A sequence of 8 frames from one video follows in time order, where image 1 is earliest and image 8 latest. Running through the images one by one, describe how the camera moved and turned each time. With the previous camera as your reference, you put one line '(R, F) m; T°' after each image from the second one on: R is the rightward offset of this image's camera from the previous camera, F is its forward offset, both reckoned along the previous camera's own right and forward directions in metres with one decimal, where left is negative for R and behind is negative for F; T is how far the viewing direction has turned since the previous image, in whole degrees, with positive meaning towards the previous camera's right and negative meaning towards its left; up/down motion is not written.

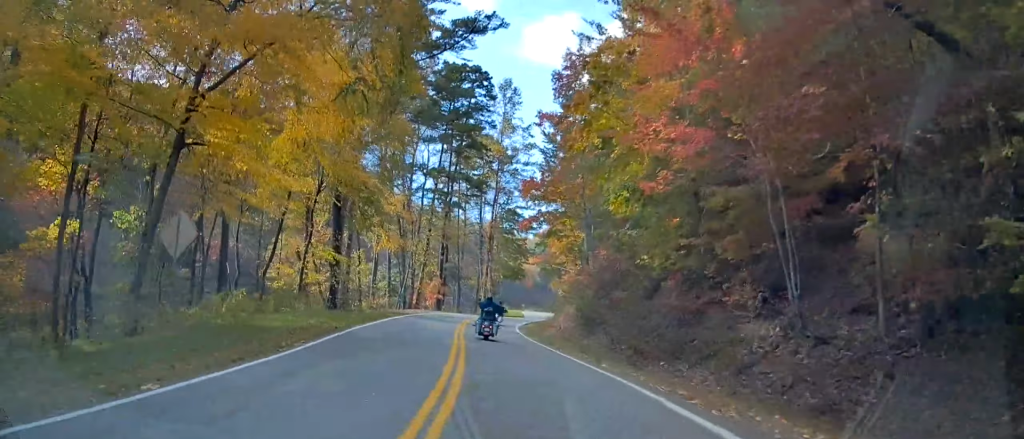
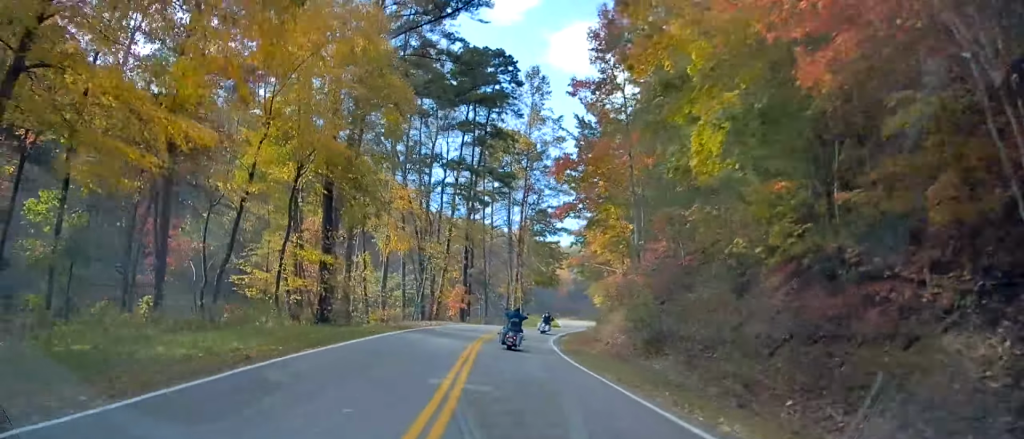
(+0.3, +7.4) m; 0°
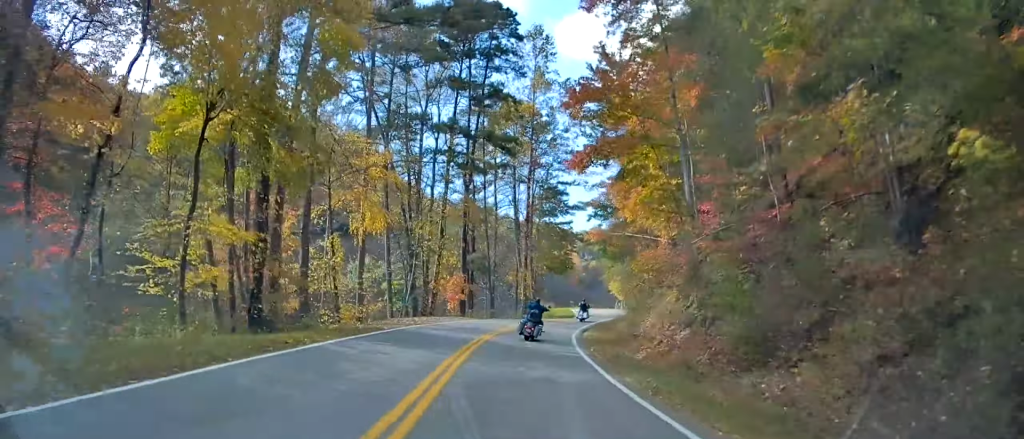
(-0.4, +8.9) m; 0°
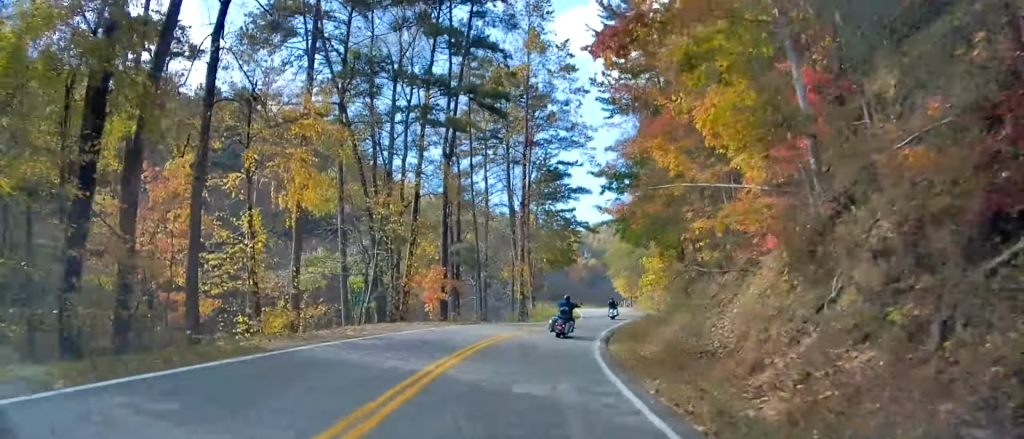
(-0.1, +10.1) m; +1°
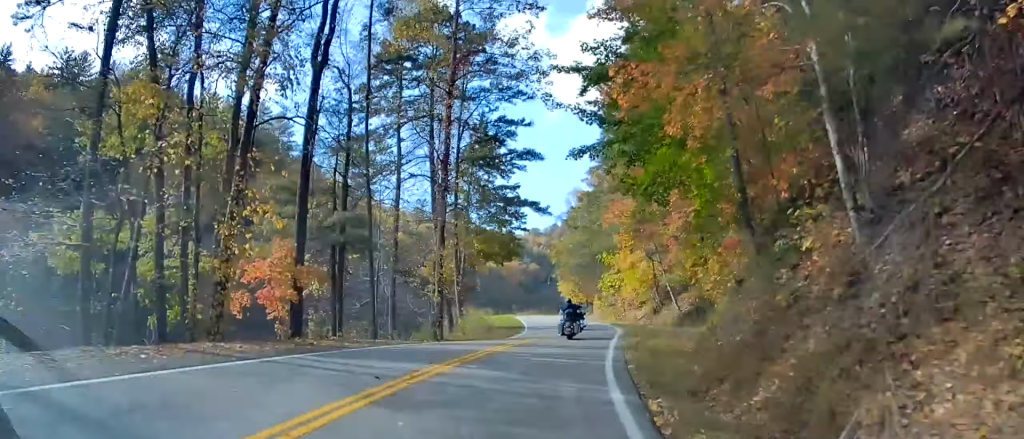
(+0.8, +17.3) m; +5°
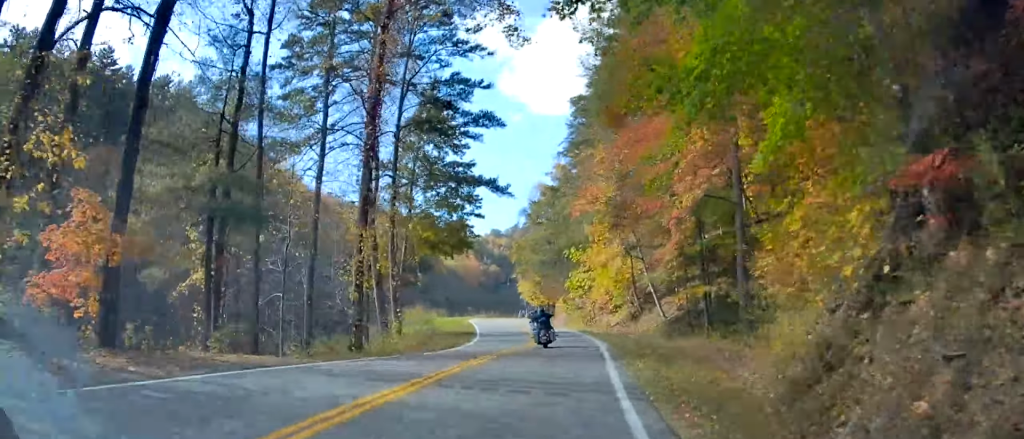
(+0.5, +9.3) m; +2°
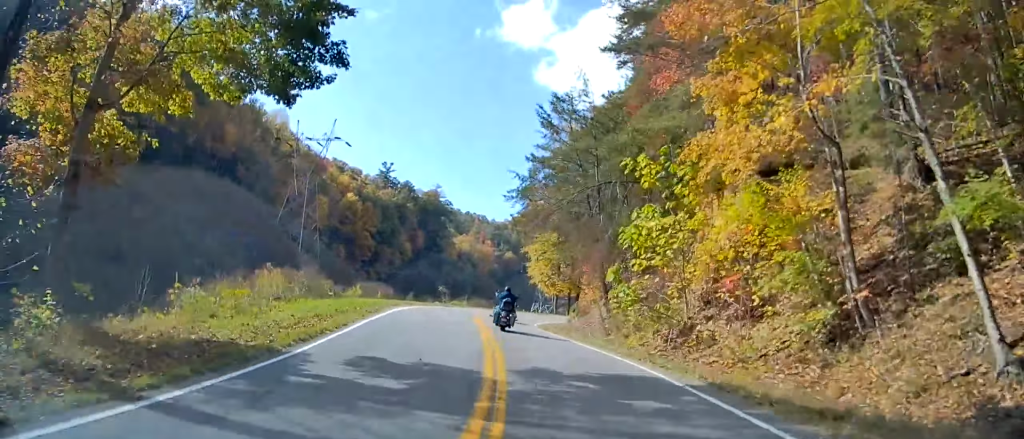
(-0.6, +33.7) m; -2°
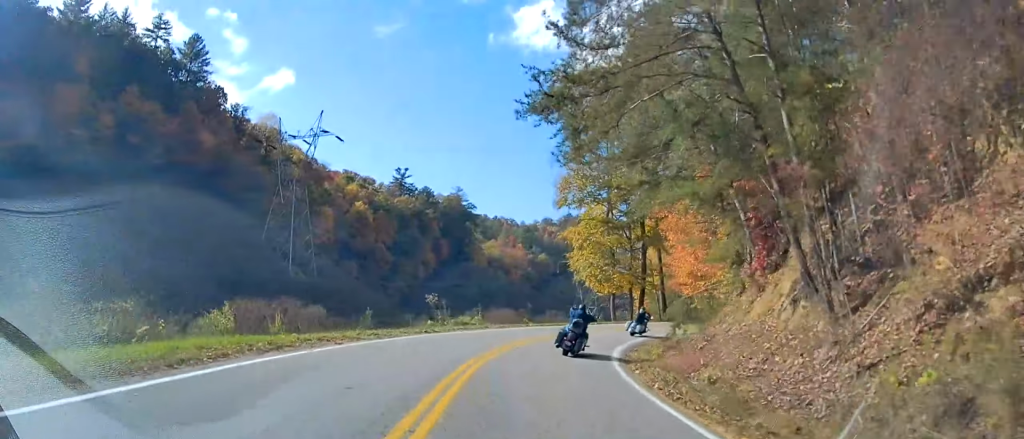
(0.0, +22.3) m; +2°
